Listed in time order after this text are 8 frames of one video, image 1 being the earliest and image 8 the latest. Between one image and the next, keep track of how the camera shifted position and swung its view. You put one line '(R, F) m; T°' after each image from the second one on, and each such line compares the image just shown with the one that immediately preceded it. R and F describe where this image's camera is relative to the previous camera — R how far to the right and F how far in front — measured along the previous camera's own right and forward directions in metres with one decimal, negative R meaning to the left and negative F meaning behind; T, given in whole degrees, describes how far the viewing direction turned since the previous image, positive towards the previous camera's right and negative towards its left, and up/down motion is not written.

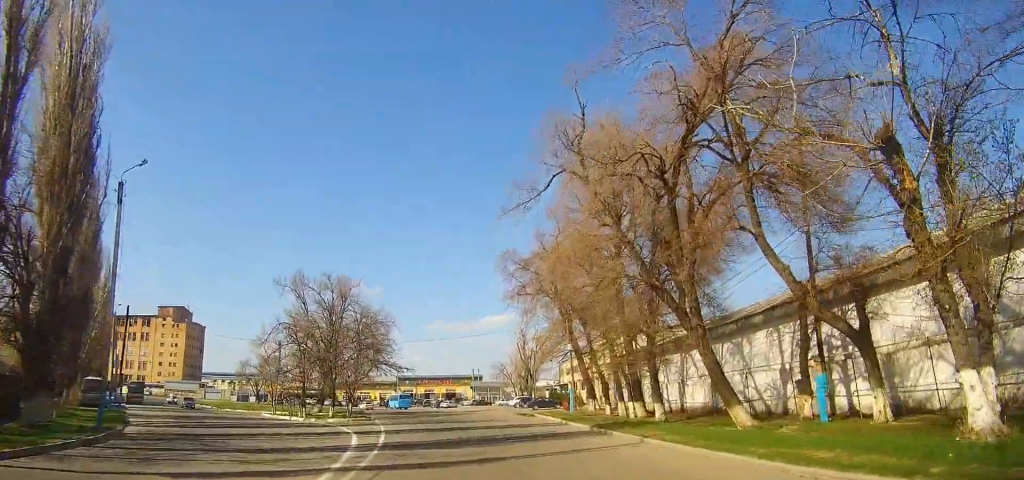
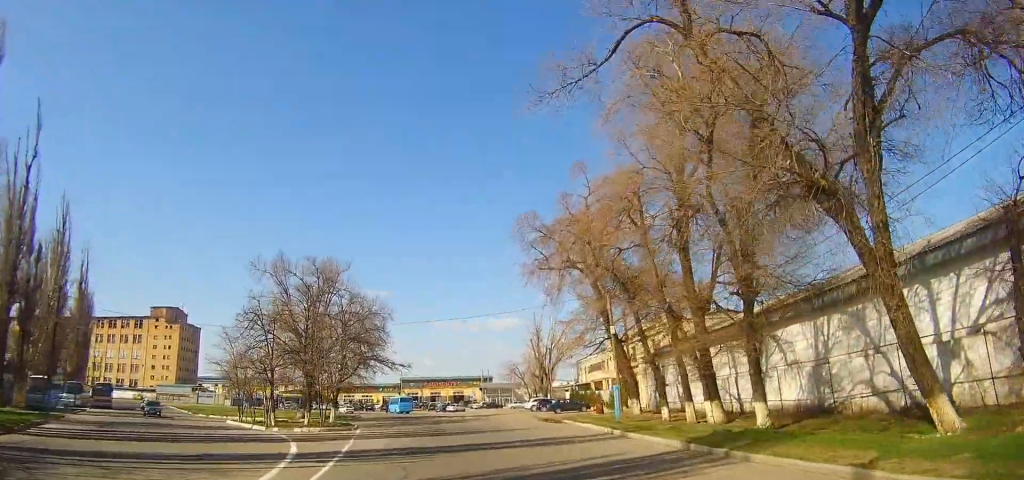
(0.0, +10.3) m; -1°
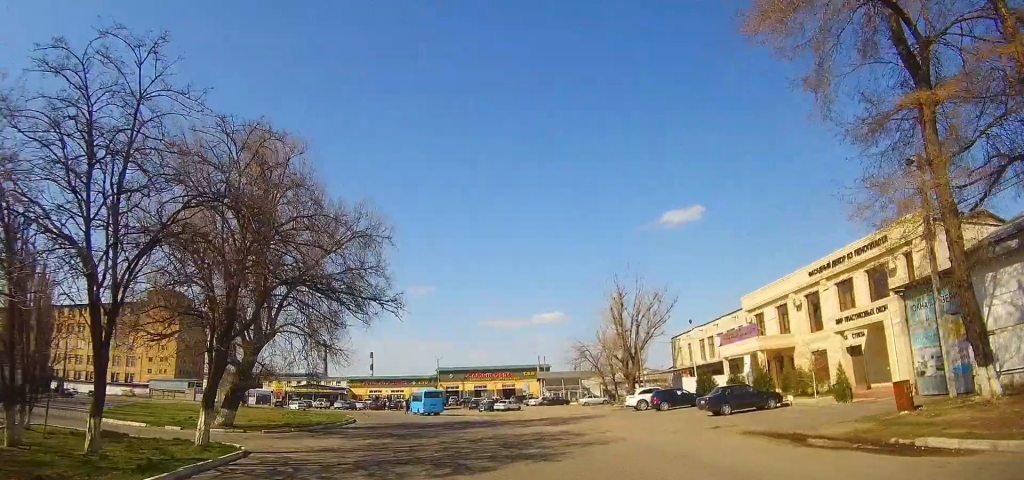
(-1.4, +27.8) m; -7°
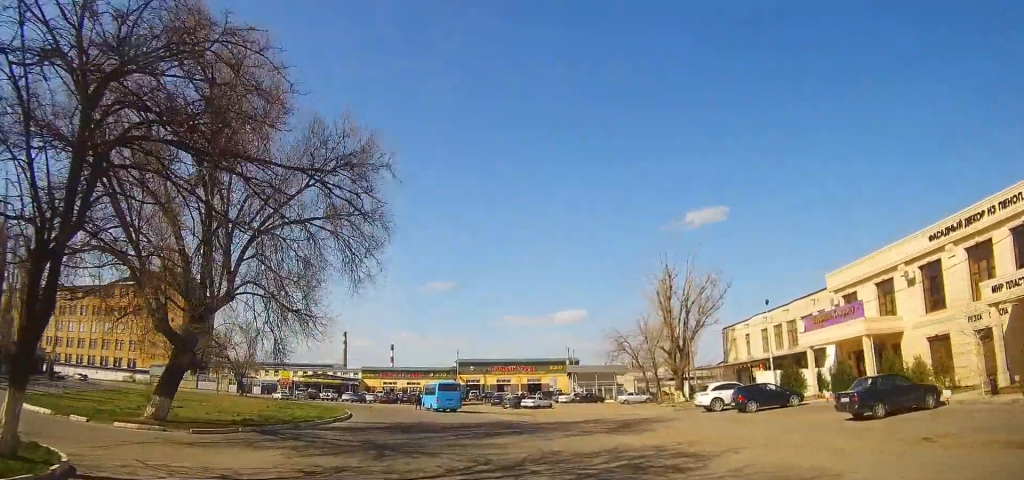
(-0.3, +9.5) m; -2°
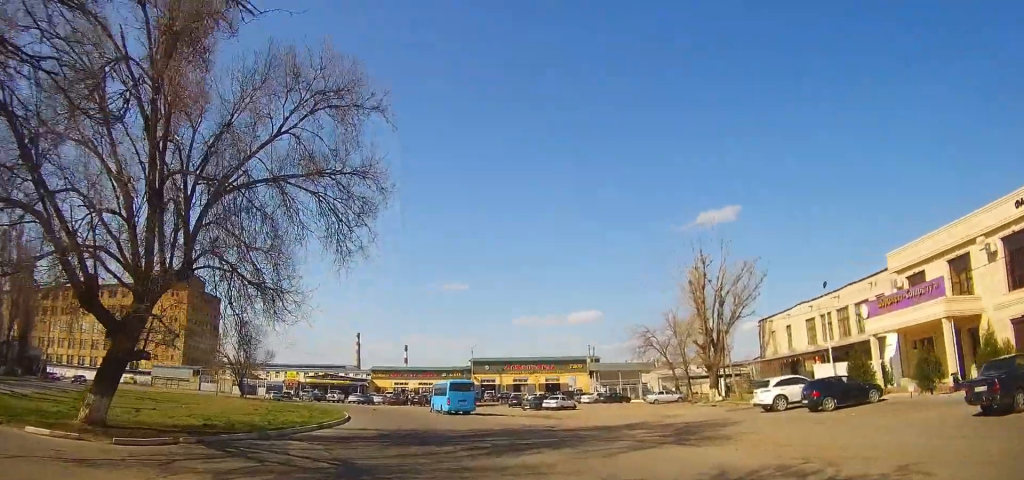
(-0.1, +5.5) m; -1°
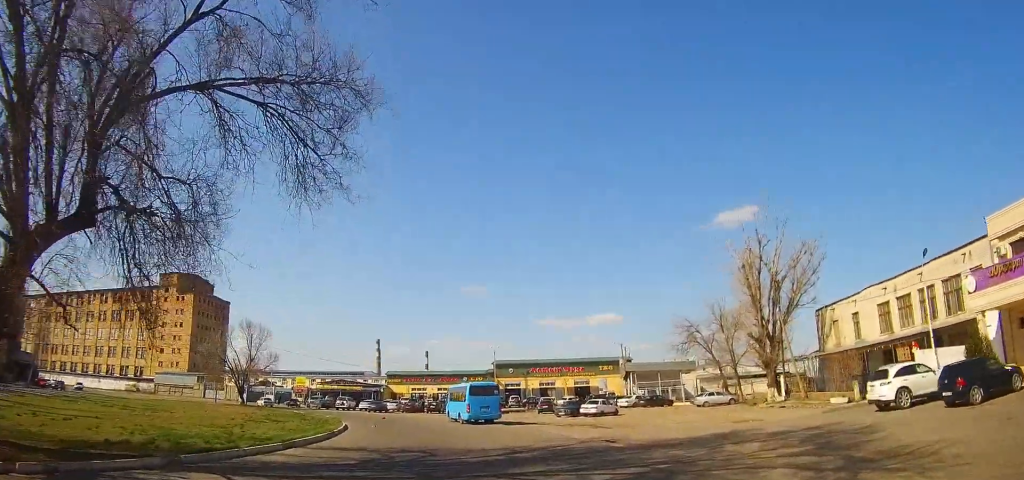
(-0.1, +7.4) m; -2°
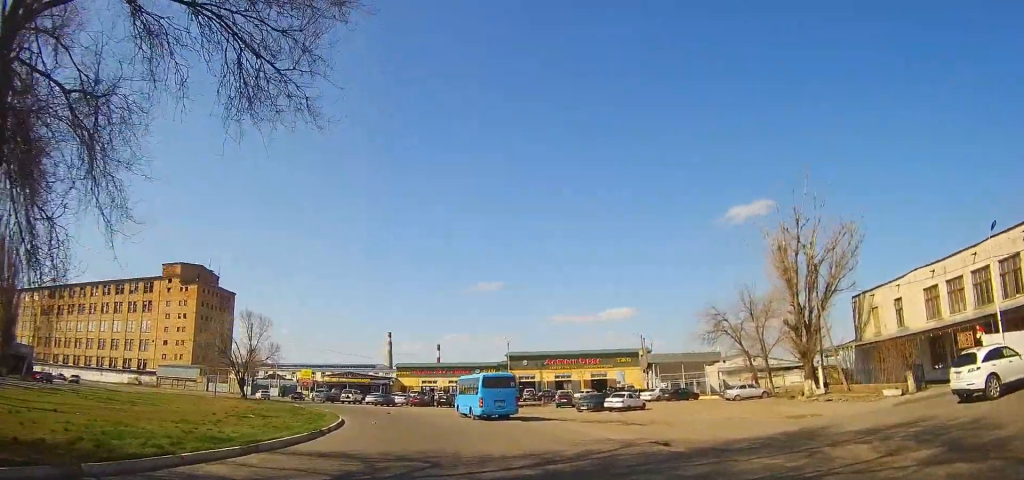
(0.0, +4.1) m; -1°
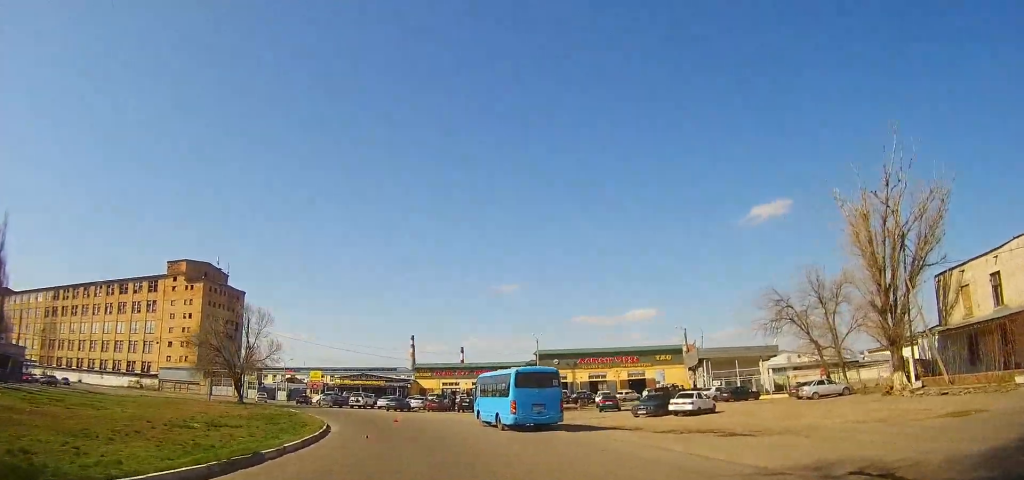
(-0.2, +8.4) m; -3°
